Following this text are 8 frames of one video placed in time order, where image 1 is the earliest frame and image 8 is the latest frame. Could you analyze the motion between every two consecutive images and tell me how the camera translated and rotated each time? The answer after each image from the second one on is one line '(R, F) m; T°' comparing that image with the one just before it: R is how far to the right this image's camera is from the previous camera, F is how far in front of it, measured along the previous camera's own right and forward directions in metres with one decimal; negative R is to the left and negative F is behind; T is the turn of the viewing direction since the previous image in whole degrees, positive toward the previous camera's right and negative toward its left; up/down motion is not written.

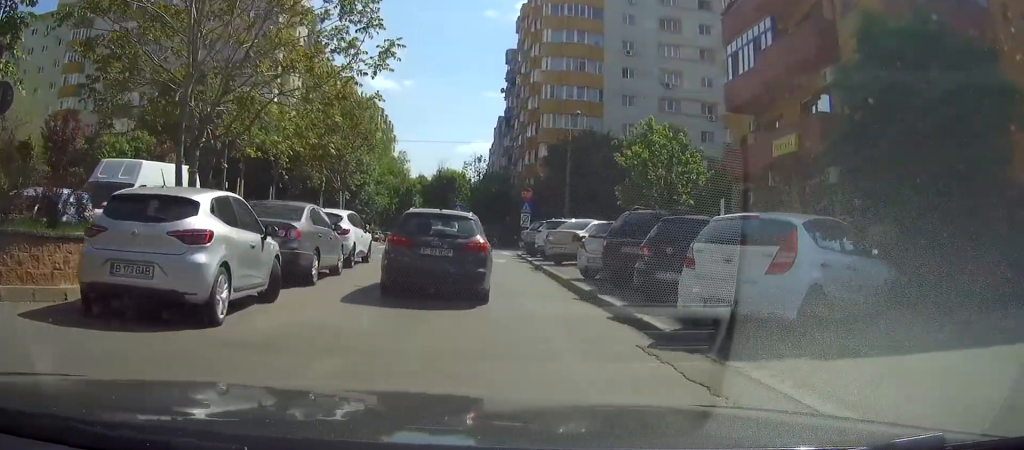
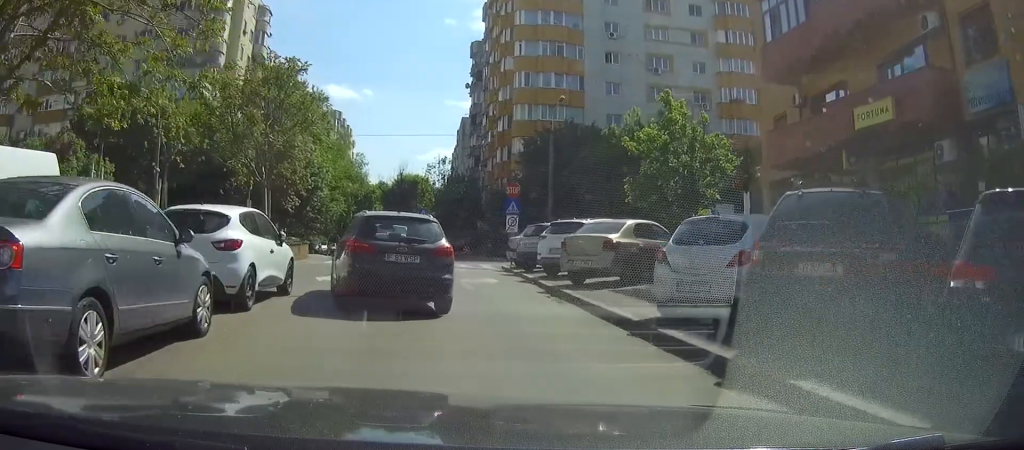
(+0.7, +7.8) m; +2°
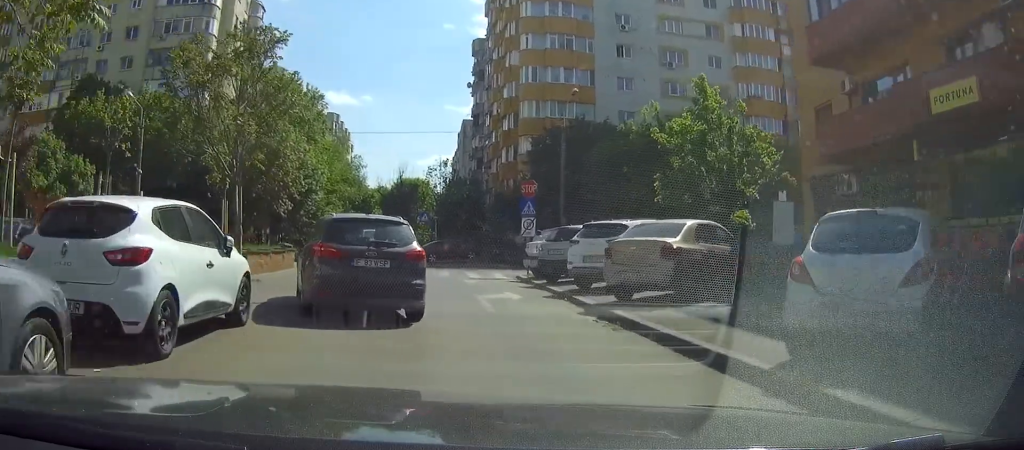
(-0.1, +3.0) m; -2°
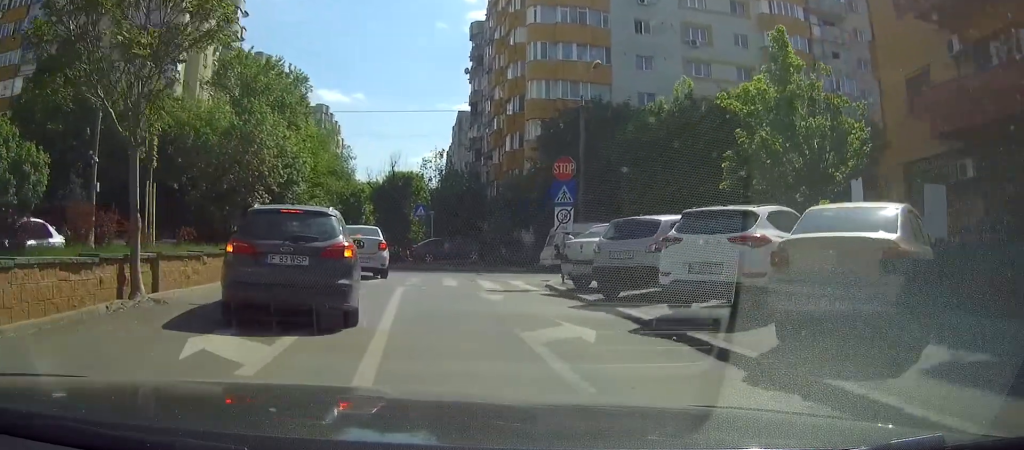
(-0.2, +5.6) m; -3°
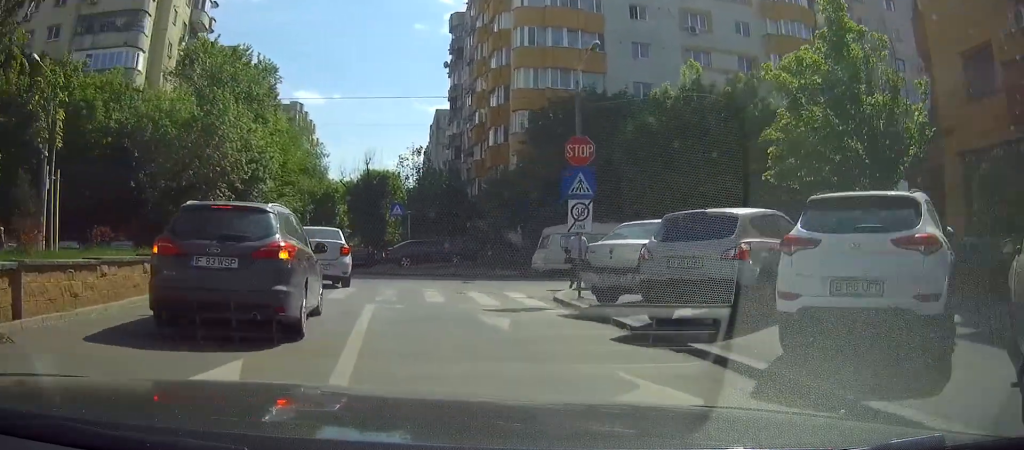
(0.0, +3.7) m; -1°
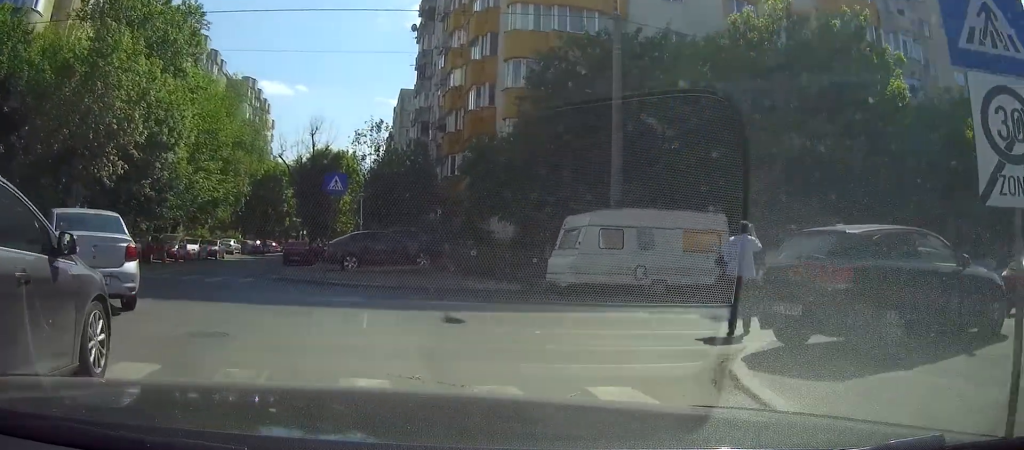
(0.0, +11.1) m; 0°
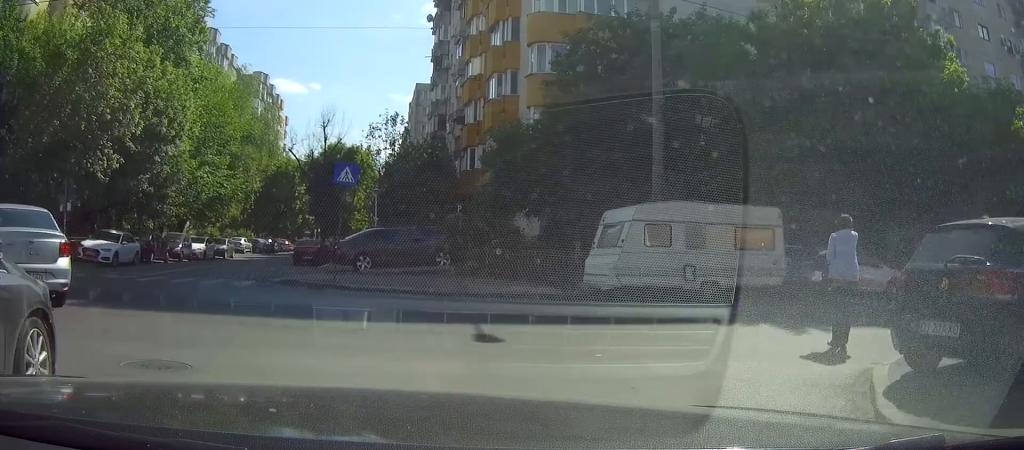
(0.0, +2.2) m; 0°
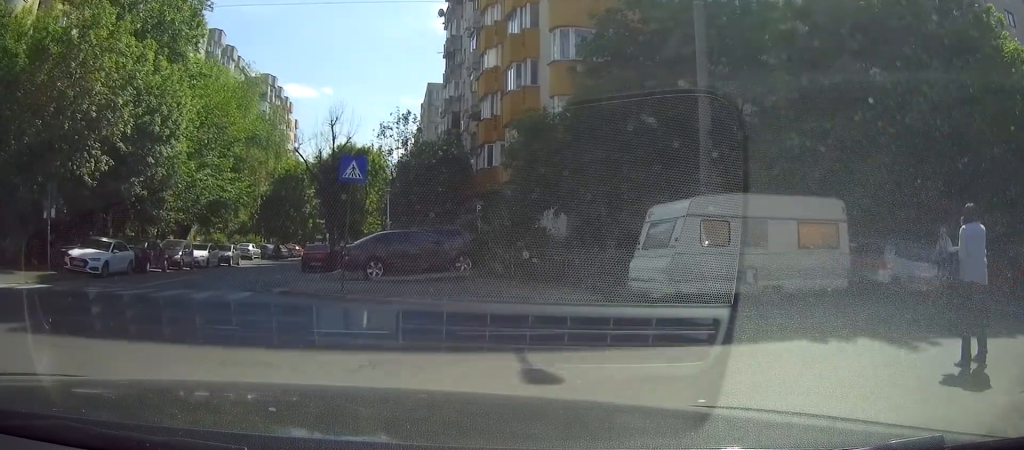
(0.0, +2.1) m; 0°
